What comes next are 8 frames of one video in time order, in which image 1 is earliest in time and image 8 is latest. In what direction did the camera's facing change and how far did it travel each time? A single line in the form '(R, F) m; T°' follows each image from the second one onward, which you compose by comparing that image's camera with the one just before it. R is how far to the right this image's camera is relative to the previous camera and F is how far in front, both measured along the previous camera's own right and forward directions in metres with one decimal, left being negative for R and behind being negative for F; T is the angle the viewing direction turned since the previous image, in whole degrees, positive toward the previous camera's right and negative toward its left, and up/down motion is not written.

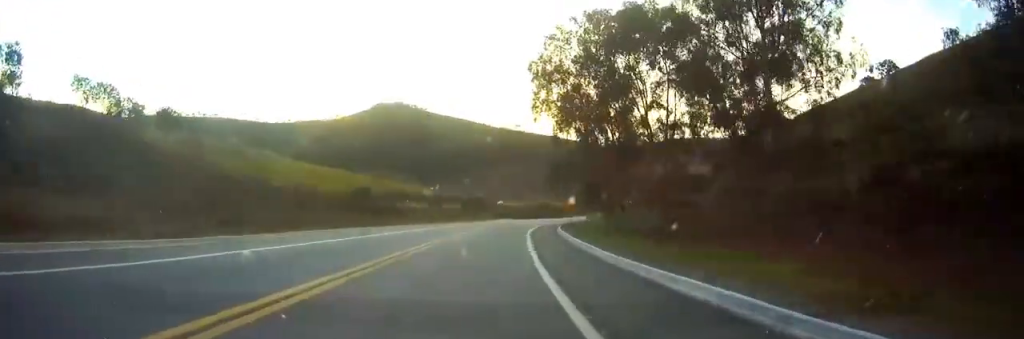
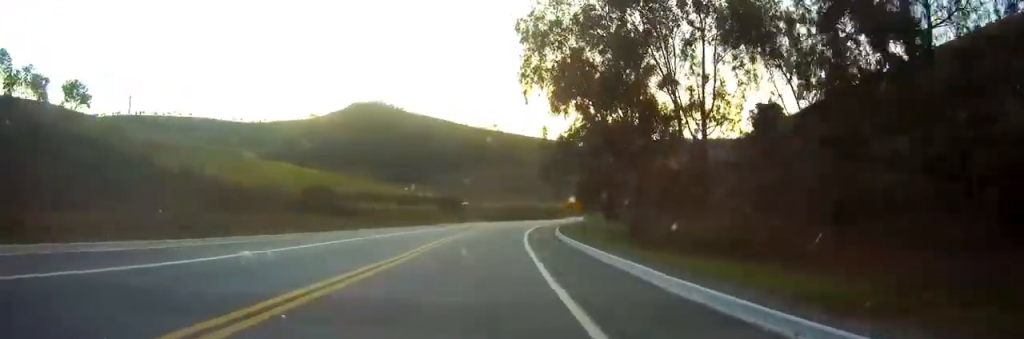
(+0.1, +17.7) m; +2°
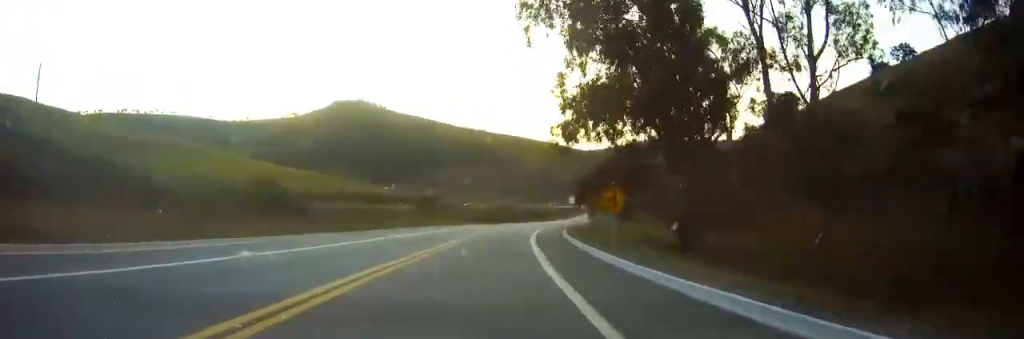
(+0.4, +20.1) m; +2°
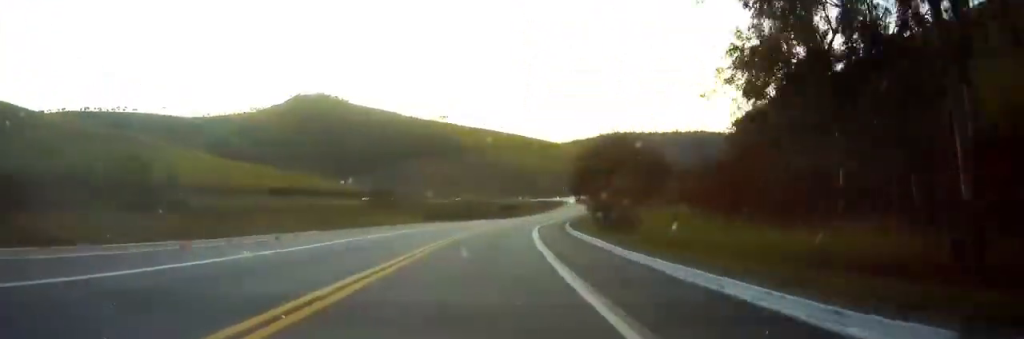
(+0.7, +30.2) m; +3°
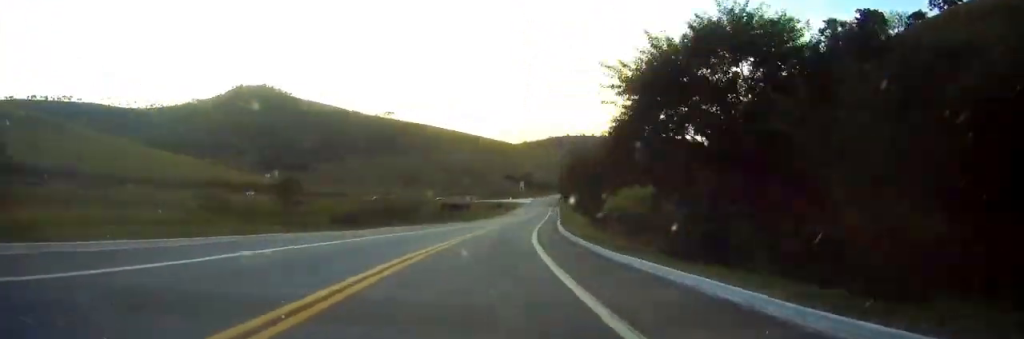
(+1.5, +42.5) m; +4°
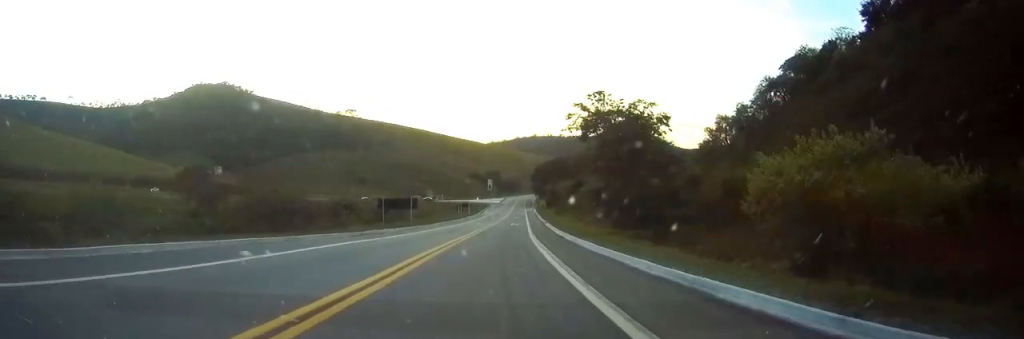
(+0.8, +31.4) m; +3°
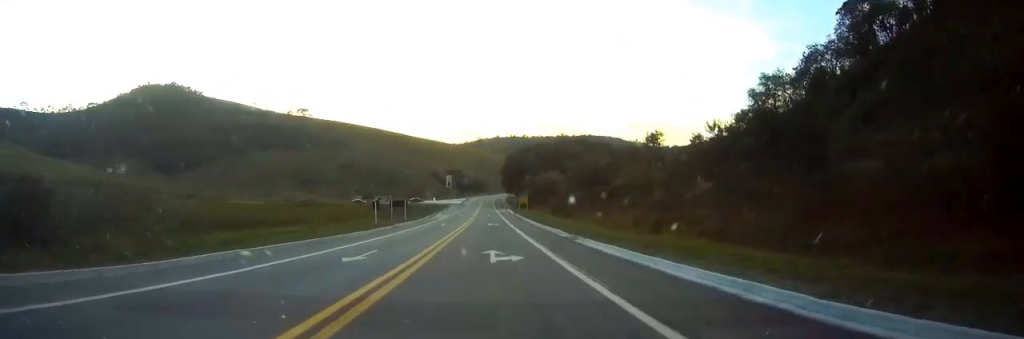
(+1.7, +54.0) m; +3°
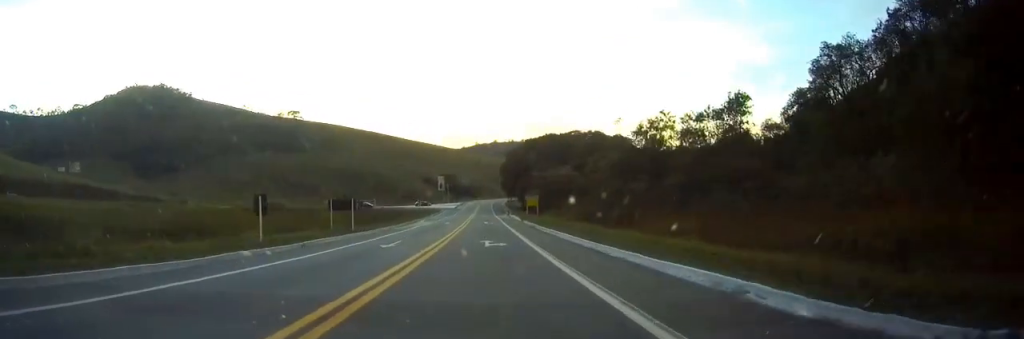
(+0.1, +28.1) m; 0°
